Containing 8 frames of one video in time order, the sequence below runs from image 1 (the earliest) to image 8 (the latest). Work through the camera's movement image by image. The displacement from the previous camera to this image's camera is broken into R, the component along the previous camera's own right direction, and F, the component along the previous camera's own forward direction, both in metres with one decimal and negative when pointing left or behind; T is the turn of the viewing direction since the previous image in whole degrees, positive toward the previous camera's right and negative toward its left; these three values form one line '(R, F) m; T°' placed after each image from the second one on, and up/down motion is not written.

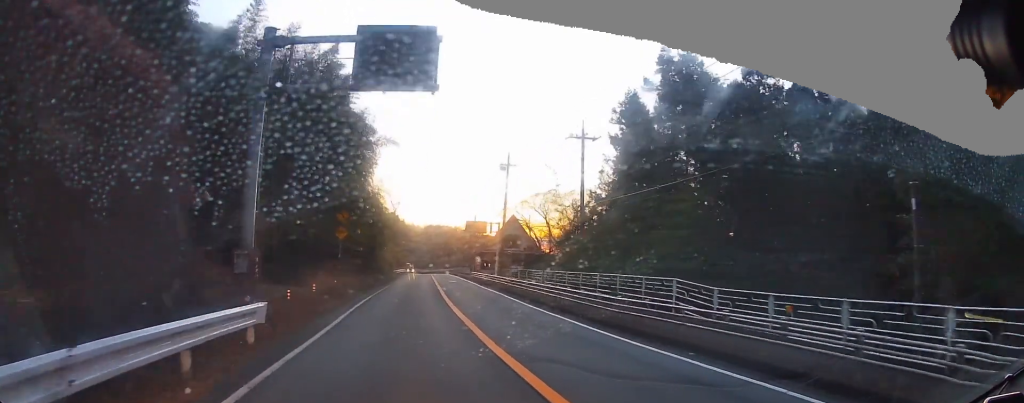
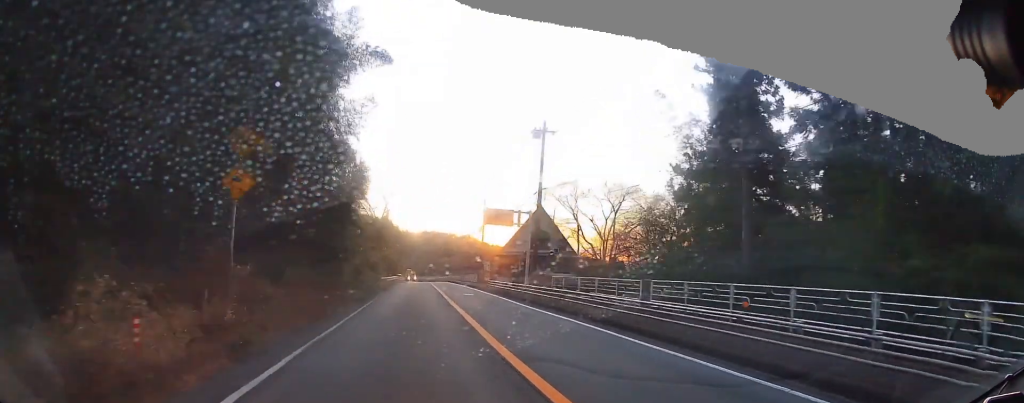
(+0.2, +18.6) m; +1°
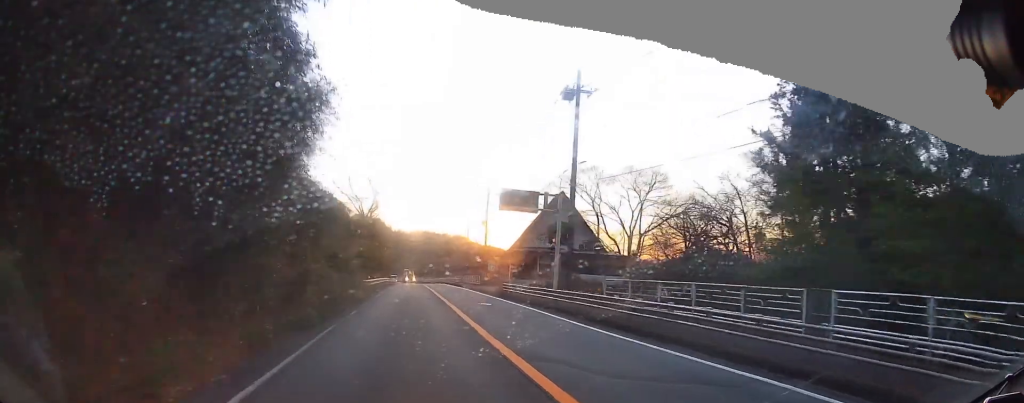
(-0.1, +11.4) m; +1°
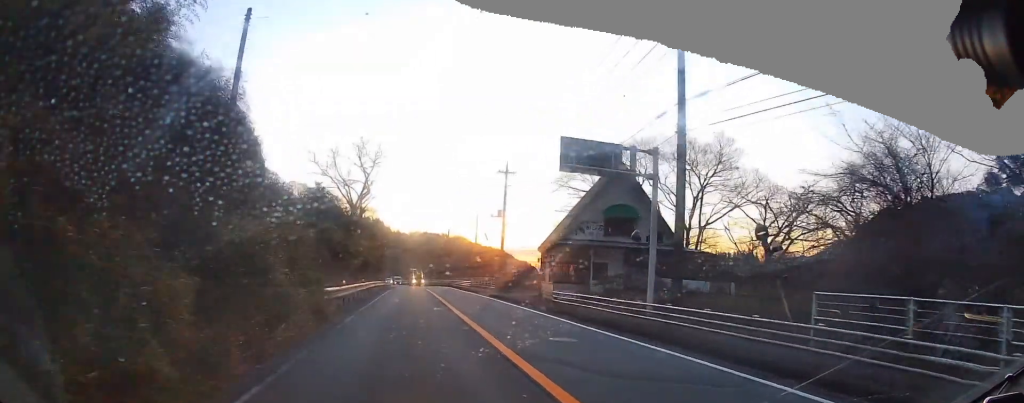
(+0.2, +14.8) m; 0°
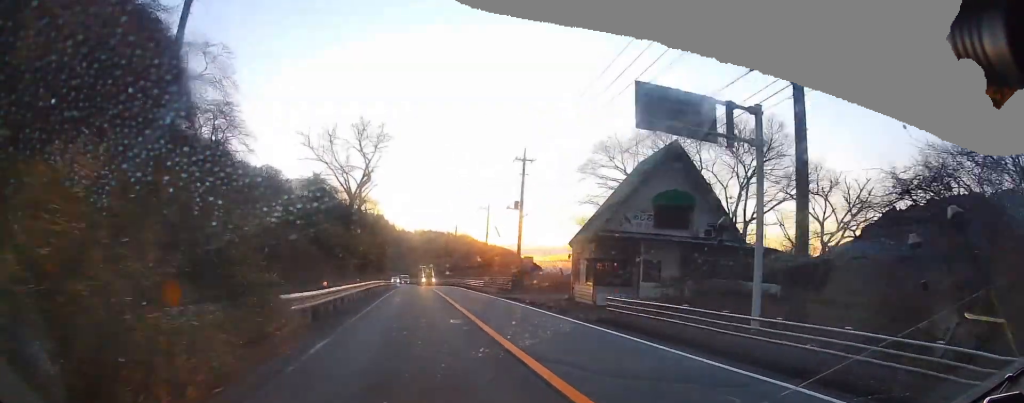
(-0.1, +6.3) m; -1°
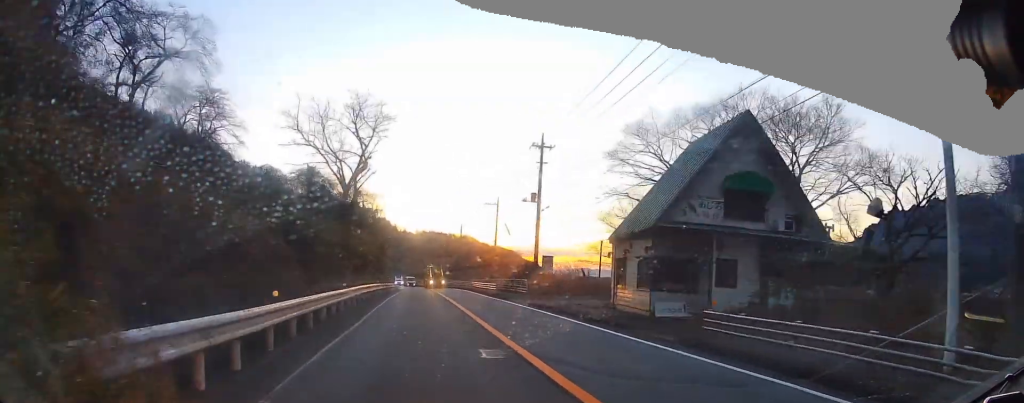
(0.0, +7.3) m; -1°
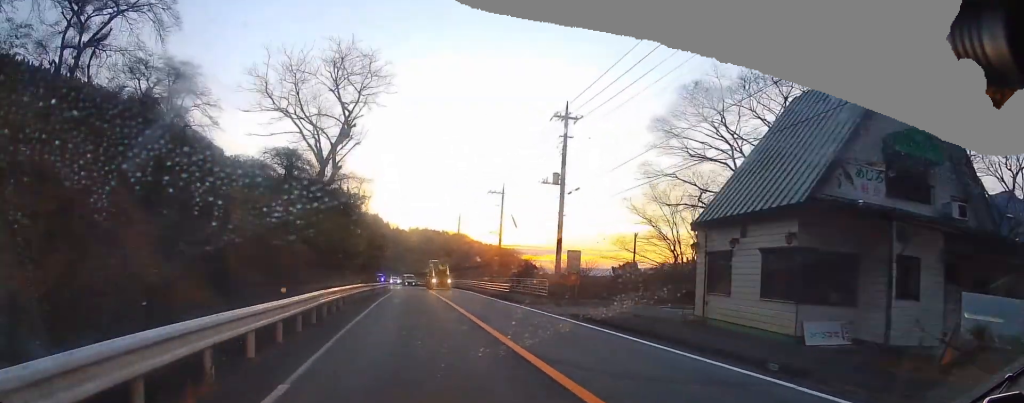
(-0.2, +9.2) m; 0°
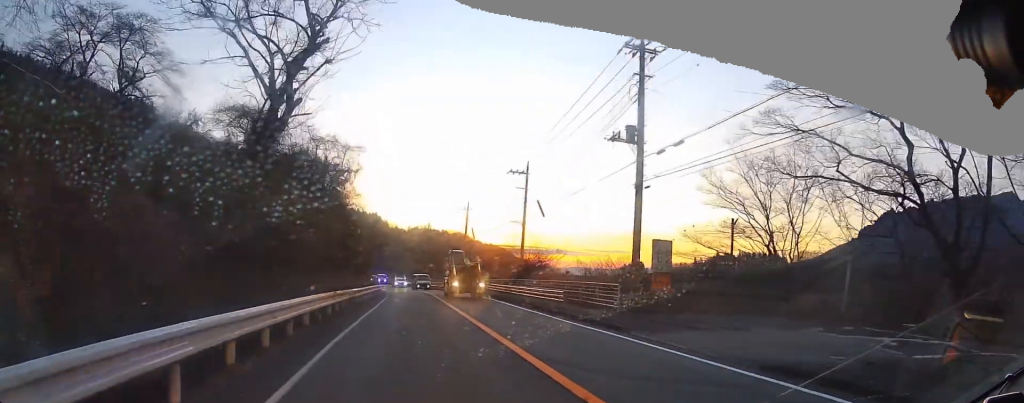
(-0.1, +13.8) m; +1°
